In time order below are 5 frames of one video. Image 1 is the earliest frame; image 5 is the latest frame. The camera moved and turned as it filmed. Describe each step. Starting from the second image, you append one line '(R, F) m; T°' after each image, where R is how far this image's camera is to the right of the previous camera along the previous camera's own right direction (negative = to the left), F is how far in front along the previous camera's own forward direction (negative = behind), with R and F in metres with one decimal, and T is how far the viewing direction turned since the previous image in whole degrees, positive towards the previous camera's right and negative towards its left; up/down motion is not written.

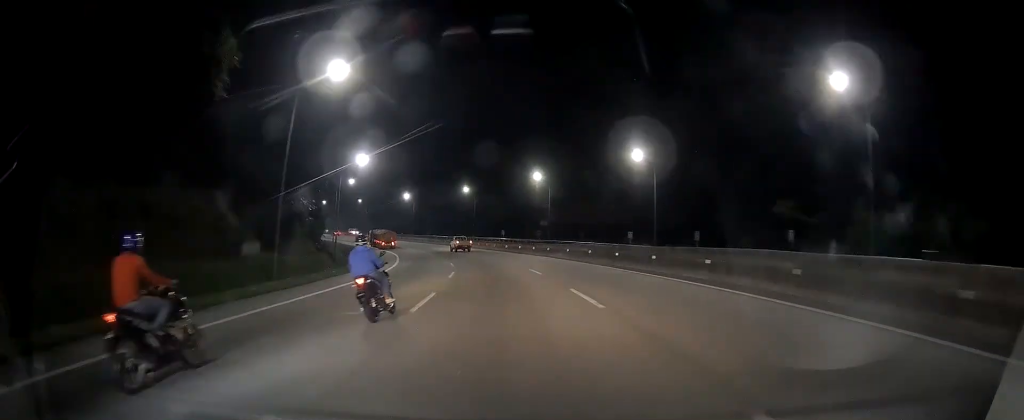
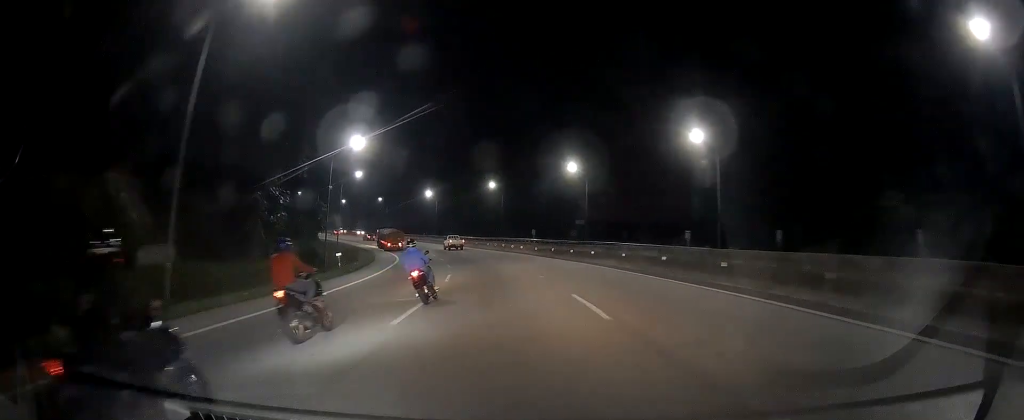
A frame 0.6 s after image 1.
(+0.3, +13.7) m; -2°
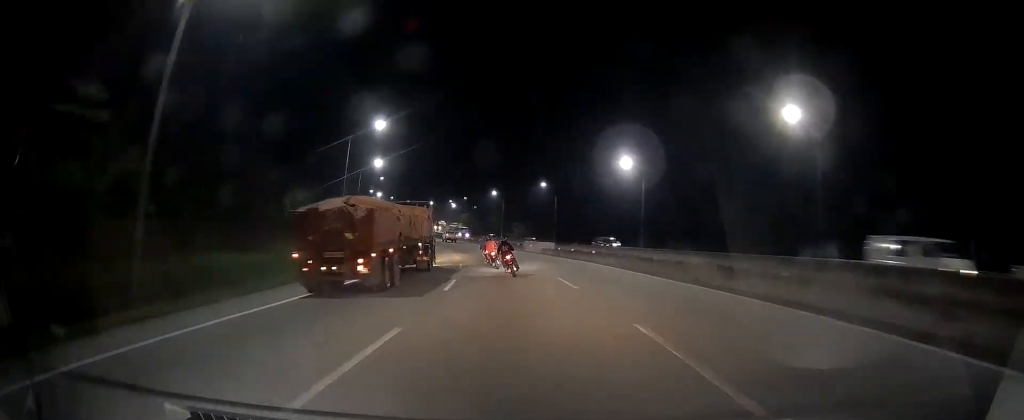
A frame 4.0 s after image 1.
(-14.5, +74.8) m; -21°
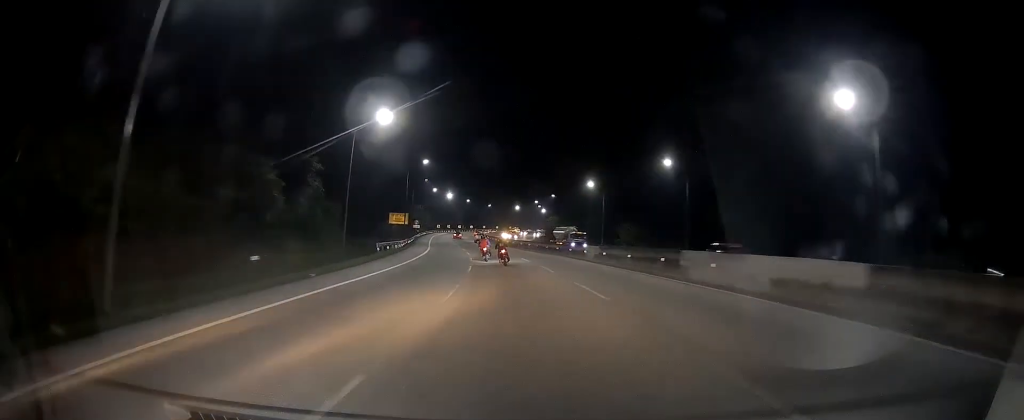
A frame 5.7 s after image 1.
(-2.2, +38.5) m; -7°
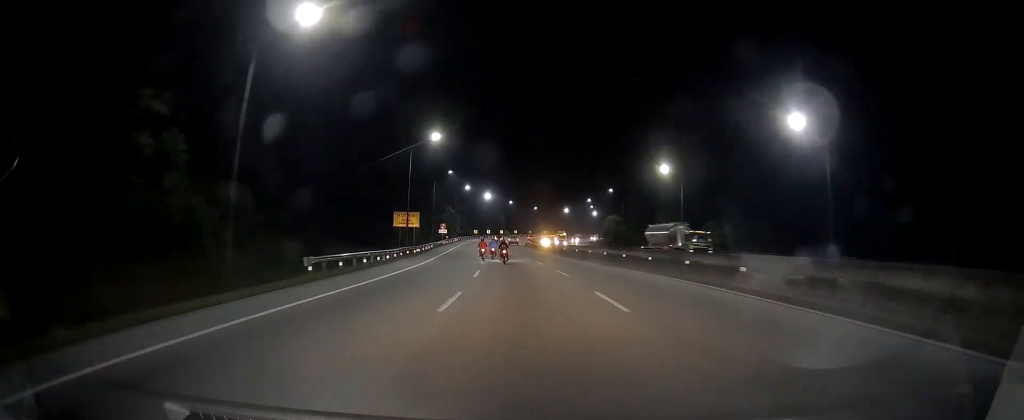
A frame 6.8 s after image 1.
(-1.7, +25.8) m; -7°
